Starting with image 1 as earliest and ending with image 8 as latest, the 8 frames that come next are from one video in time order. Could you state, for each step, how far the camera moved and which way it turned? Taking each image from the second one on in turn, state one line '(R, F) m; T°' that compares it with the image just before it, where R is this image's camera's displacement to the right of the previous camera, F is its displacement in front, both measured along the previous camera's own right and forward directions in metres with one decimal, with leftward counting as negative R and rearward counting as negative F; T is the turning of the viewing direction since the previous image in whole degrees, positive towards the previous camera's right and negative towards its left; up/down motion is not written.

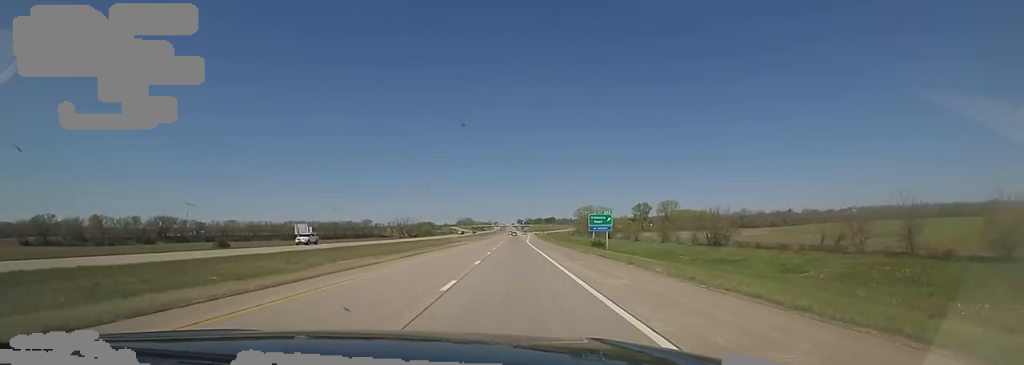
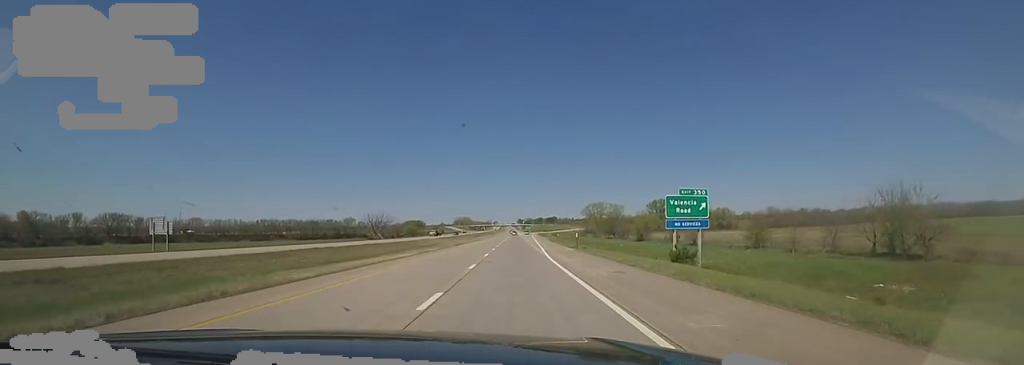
(0.0, +42.9) m; 0°
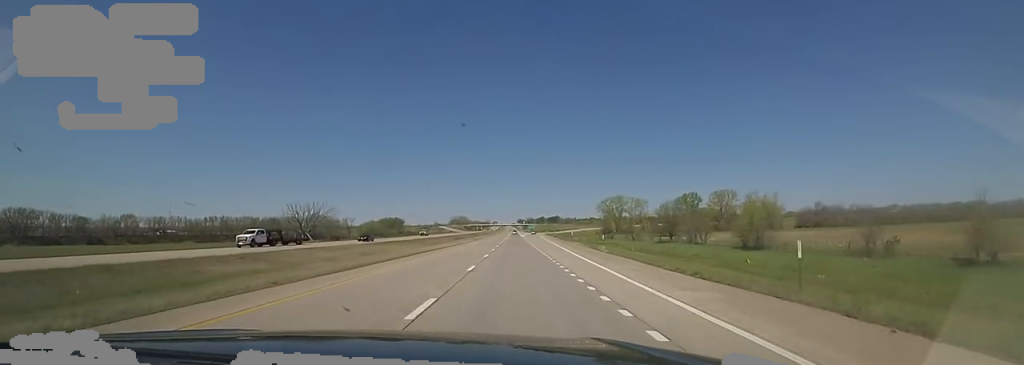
(0.0, +60.1) m; 0°
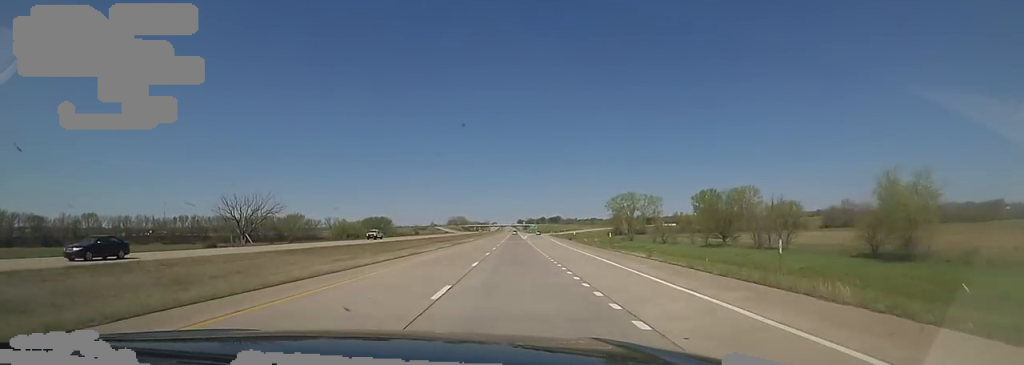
(0.0, +27.1) m; 0°
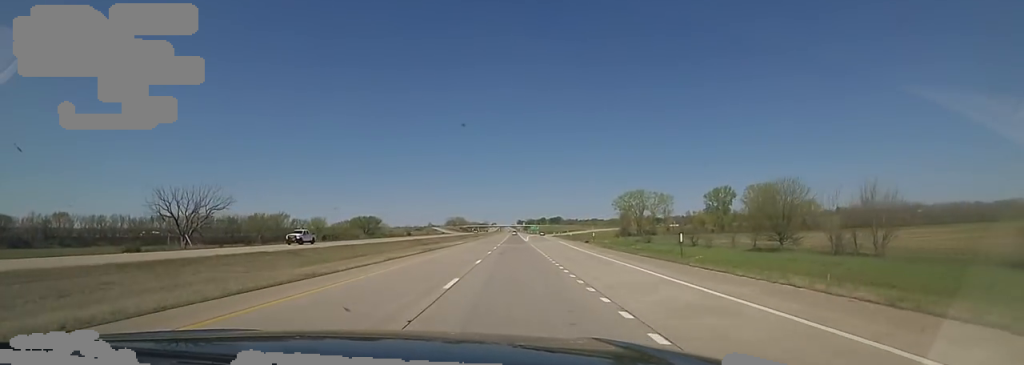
(0.0, +17.7) m; 0°
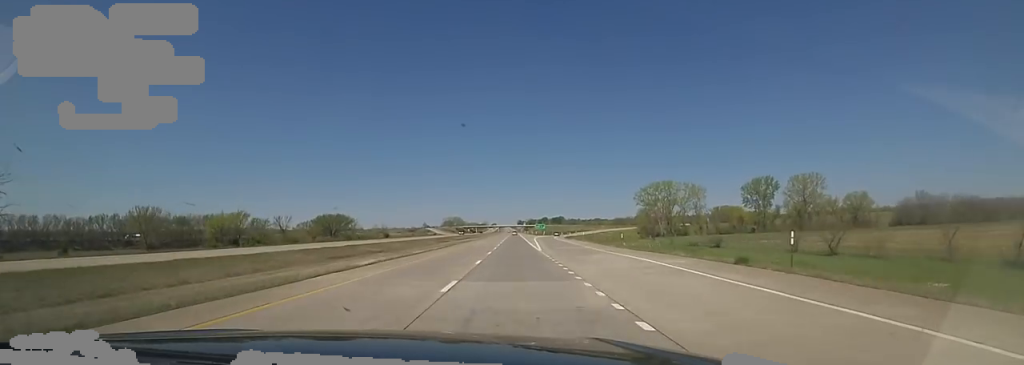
(0.0, +40.4) m; 0°
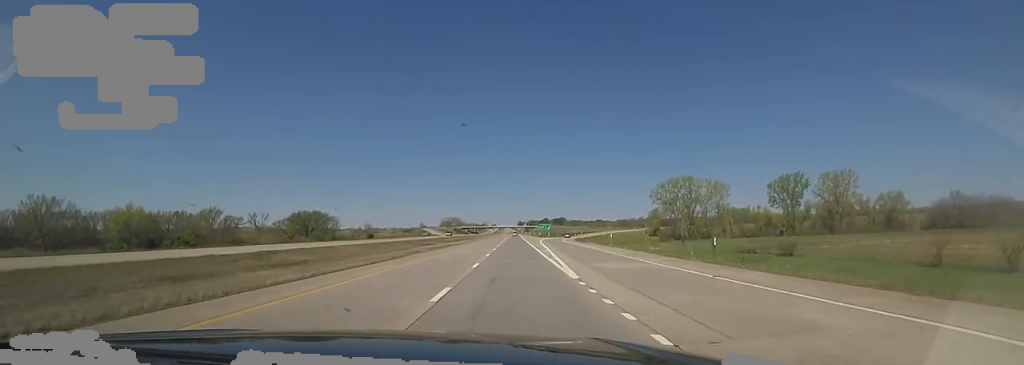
(0.0, +21.5) m; 0°
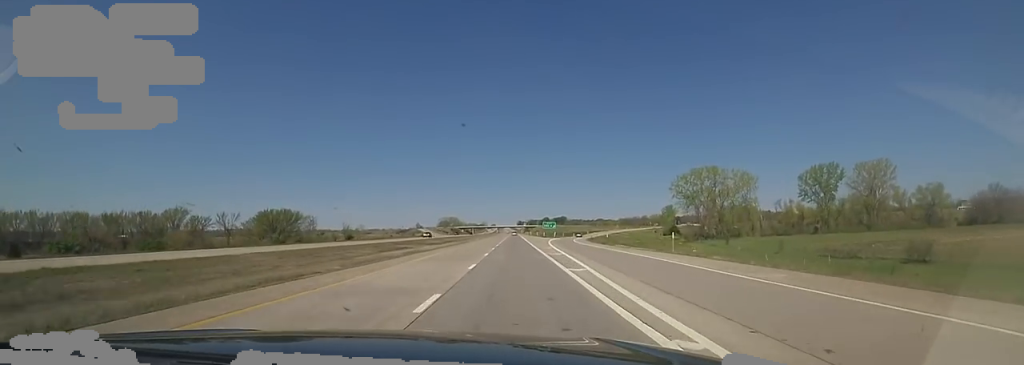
(0.0, +21.5) m; 0°
